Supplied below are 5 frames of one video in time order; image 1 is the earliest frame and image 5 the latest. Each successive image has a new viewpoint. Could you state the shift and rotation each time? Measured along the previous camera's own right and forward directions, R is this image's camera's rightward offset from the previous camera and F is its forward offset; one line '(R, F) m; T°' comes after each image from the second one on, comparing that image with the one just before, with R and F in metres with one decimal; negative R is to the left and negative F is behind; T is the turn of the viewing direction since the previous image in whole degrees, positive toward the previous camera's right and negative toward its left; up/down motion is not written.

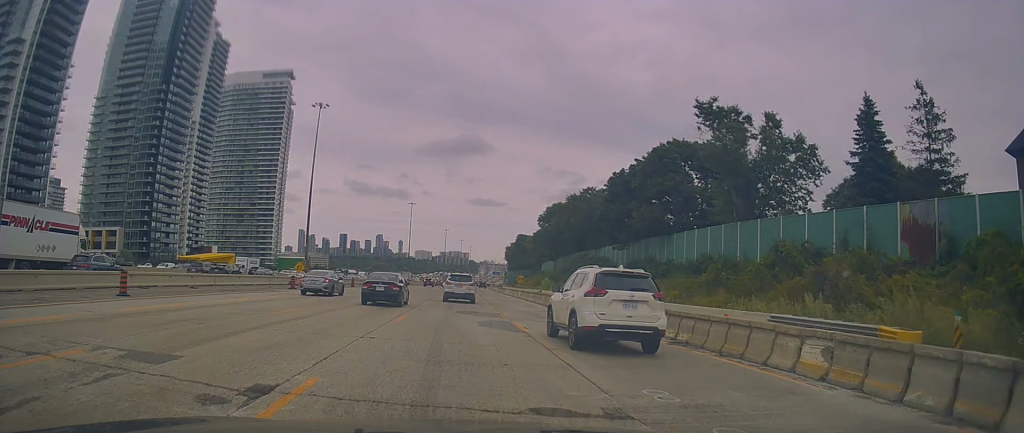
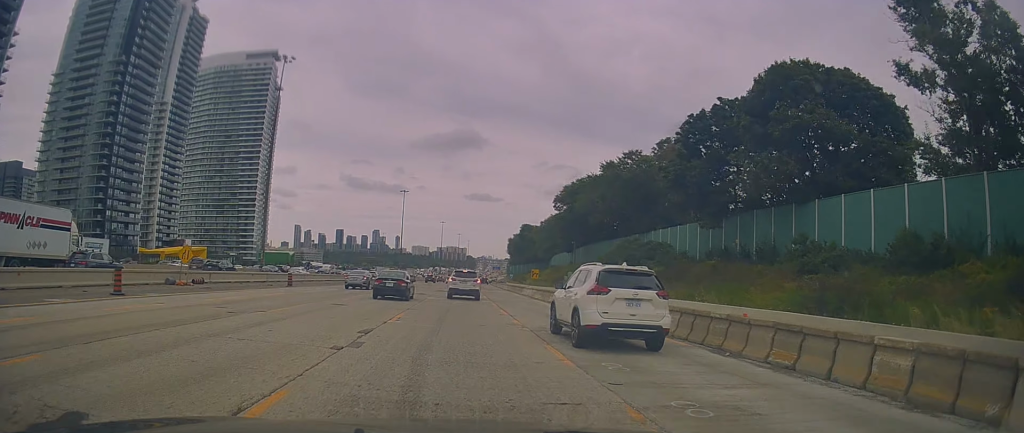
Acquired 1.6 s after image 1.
(+0.8, +25.1) m; +2°
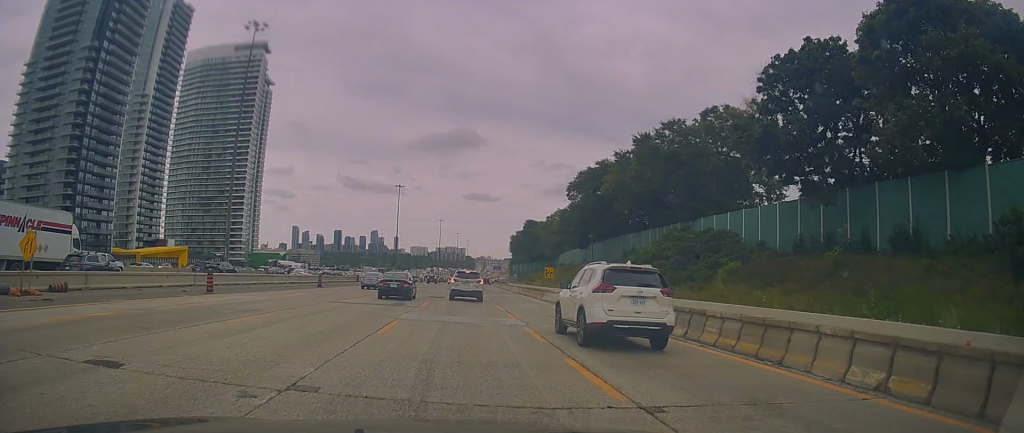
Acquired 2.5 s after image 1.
(0.0, +14.8) m; 0°
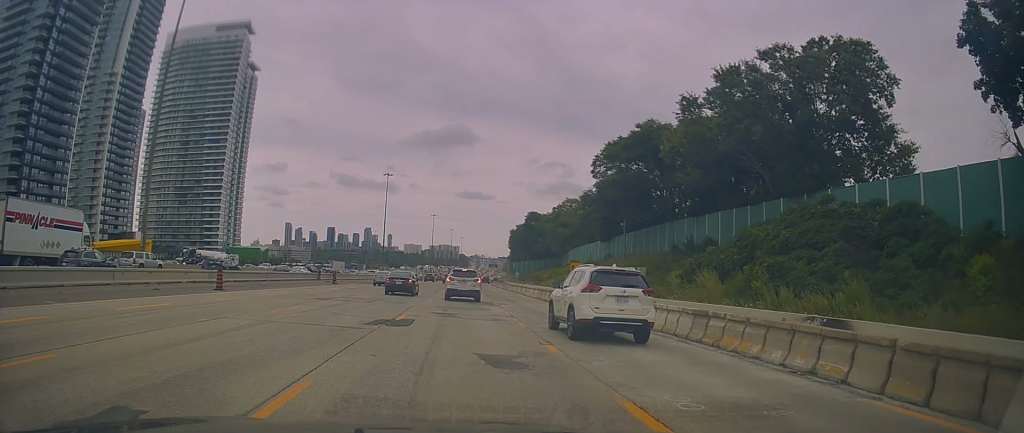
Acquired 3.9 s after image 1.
(0.0, +22.1) m; -2°
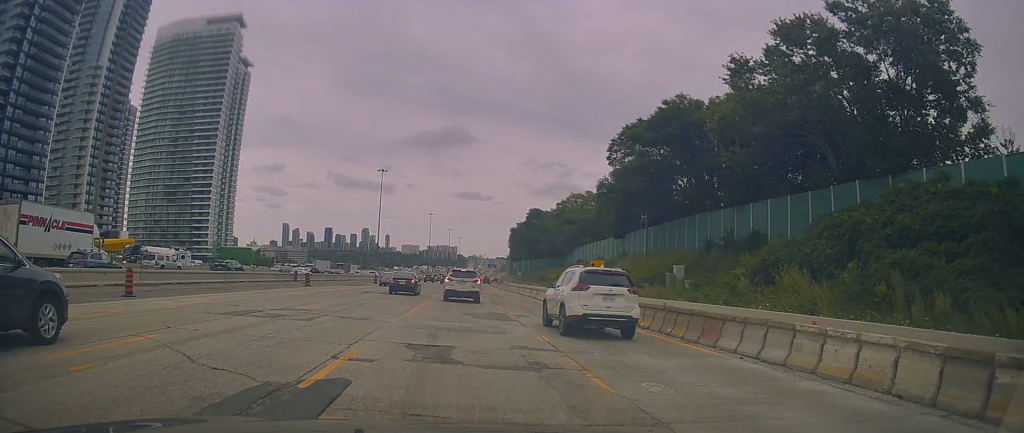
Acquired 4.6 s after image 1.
(-0.2, +9.8) m; +1°
